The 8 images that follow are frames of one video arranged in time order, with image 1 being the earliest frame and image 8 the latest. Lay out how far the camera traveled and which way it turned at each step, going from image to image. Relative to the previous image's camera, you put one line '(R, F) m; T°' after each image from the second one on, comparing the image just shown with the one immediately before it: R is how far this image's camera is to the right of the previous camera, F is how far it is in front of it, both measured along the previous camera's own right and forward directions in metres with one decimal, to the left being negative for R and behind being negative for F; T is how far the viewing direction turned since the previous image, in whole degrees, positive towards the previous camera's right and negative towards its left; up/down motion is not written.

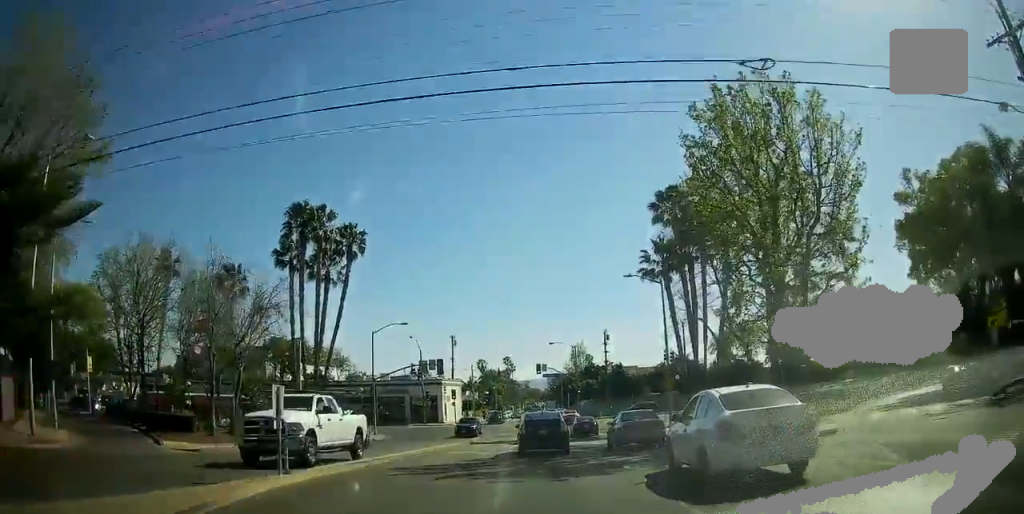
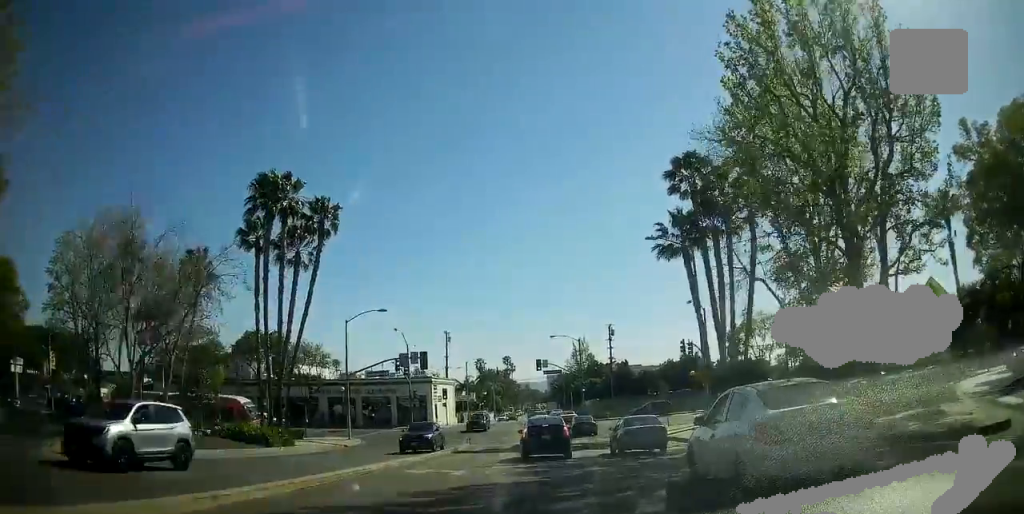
(0.0, +8.8) m; 0°
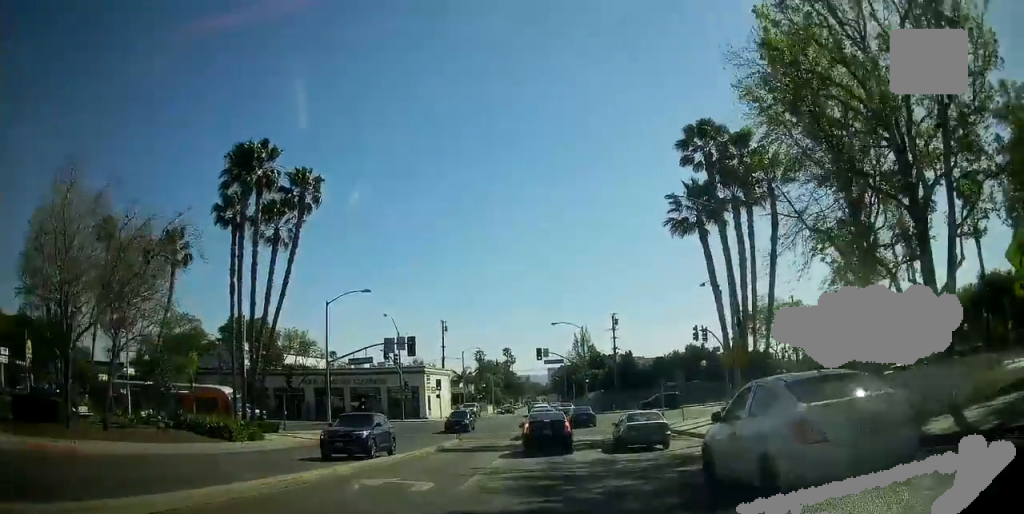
(0.0, +5.2) m; 0°
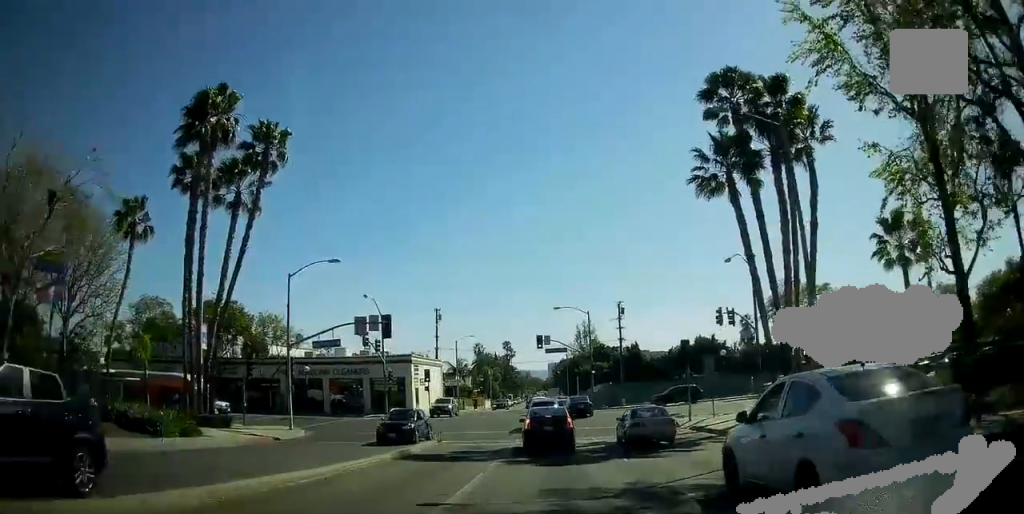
(0.0, +8.0) m; 0°
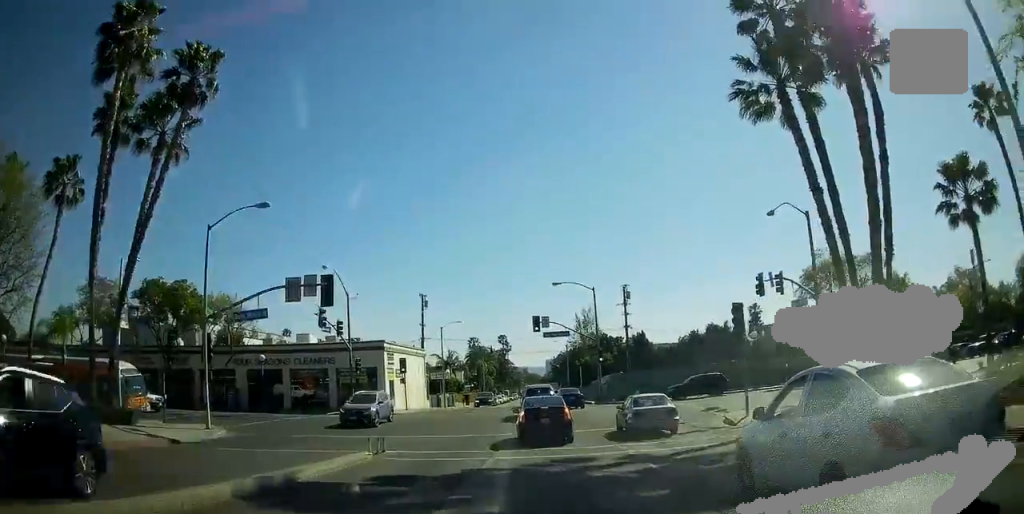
(0.0, +9.7) m; -1°
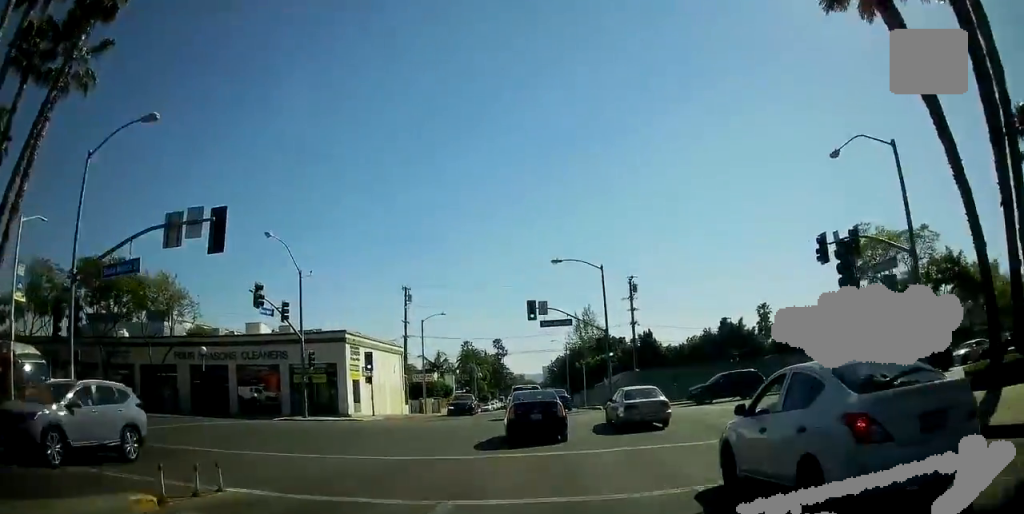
(-0.1, +8.9) m; 0°
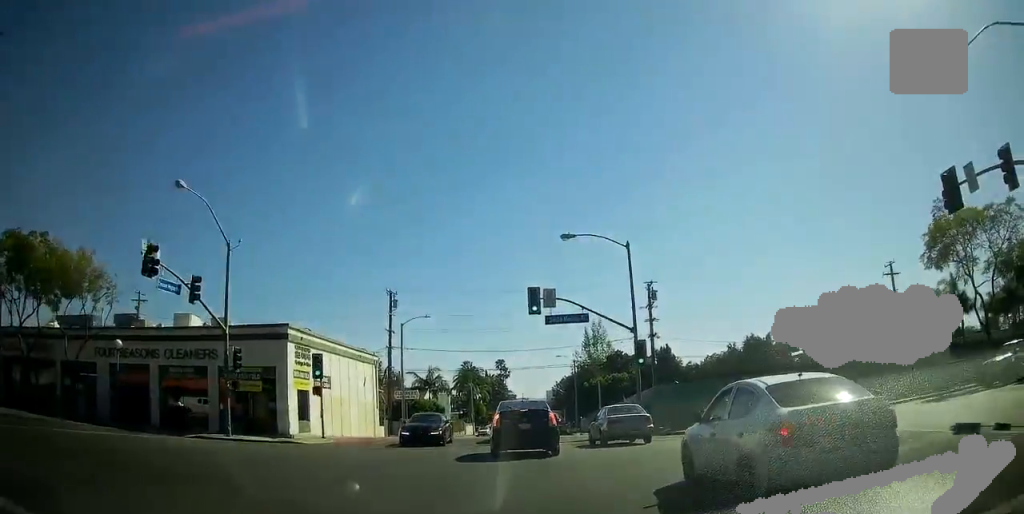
(0.0, +10.0) m; 0°
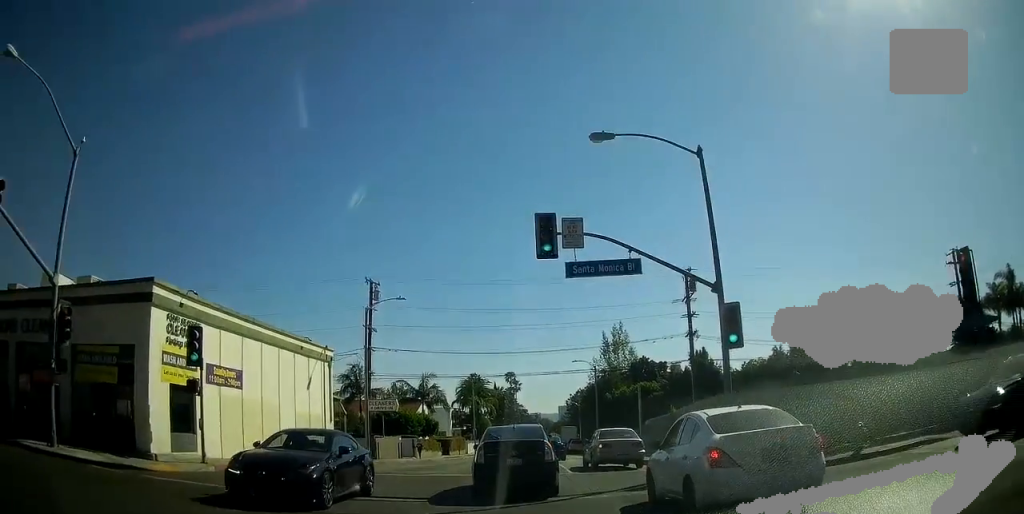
(0.0, +11.9) m; 0°
